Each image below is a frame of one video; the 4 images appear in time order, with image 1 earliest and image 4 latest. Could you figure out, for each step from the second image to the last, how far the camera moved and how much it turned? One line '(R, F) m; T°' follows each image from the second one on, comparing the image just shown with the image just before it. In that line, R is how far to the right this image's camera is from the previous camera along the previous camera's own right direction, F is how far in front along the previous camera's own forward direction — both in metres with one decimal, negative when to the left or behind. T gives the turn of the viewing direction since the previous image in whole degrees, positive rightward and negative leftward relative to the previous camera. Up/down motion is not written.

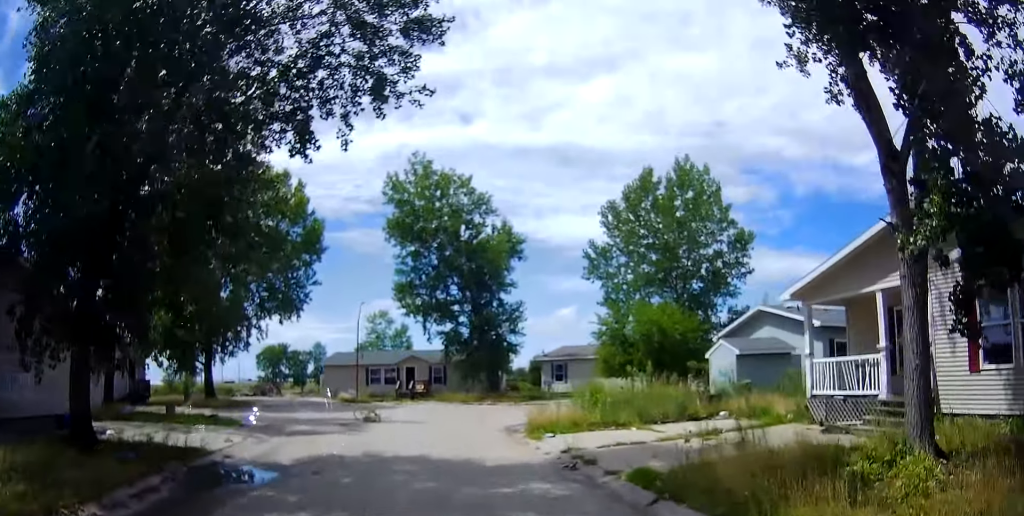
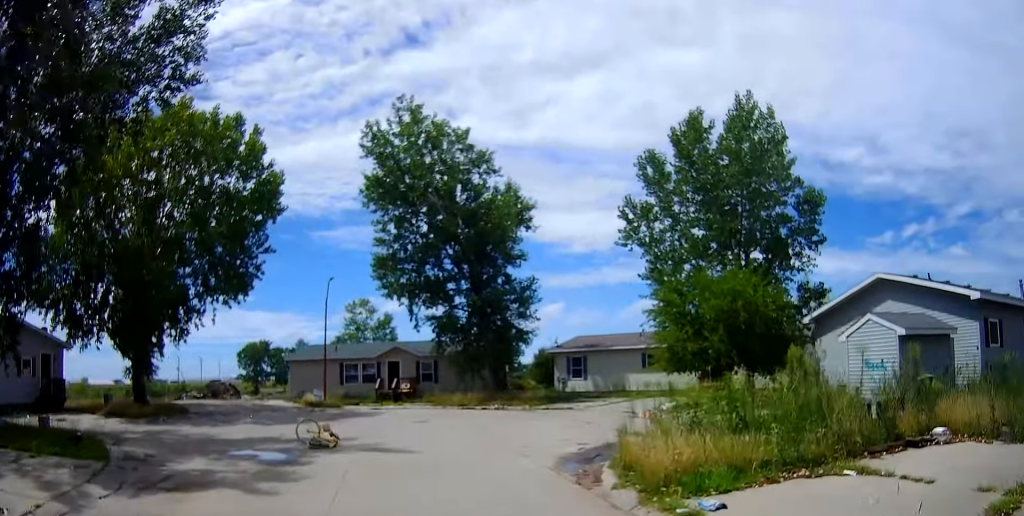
(+0.1, +9.8) m; +1°
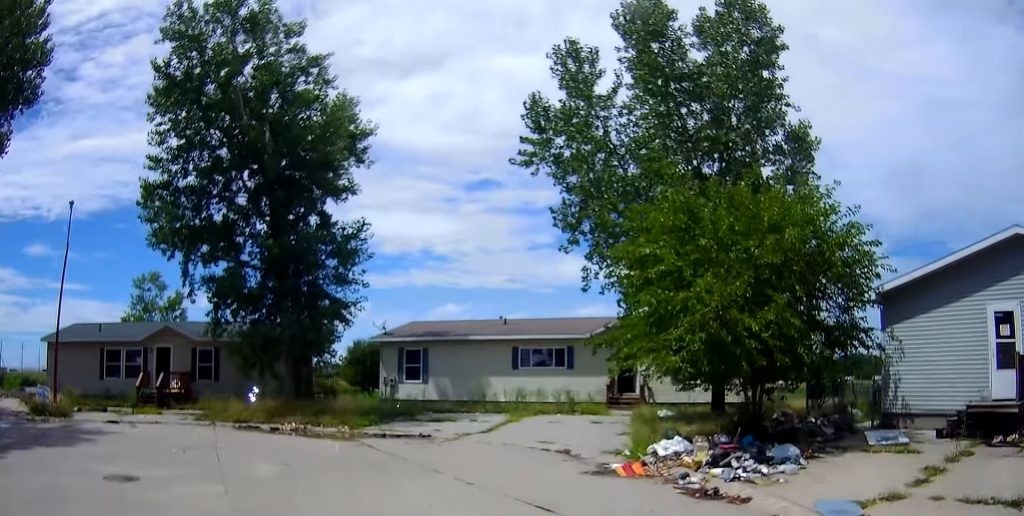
(+0.4, +13.2) m; +5°
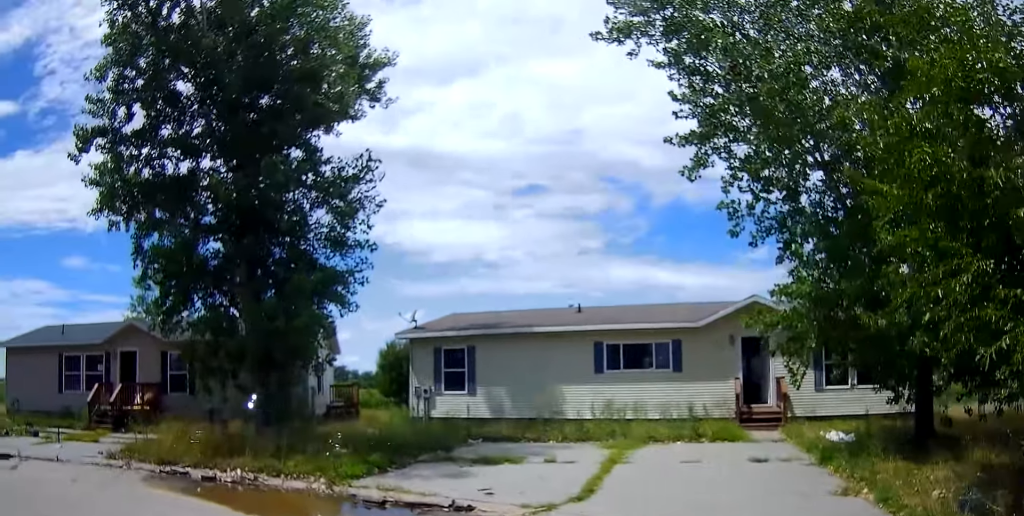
(+0.5, +8.2) m; -7°
